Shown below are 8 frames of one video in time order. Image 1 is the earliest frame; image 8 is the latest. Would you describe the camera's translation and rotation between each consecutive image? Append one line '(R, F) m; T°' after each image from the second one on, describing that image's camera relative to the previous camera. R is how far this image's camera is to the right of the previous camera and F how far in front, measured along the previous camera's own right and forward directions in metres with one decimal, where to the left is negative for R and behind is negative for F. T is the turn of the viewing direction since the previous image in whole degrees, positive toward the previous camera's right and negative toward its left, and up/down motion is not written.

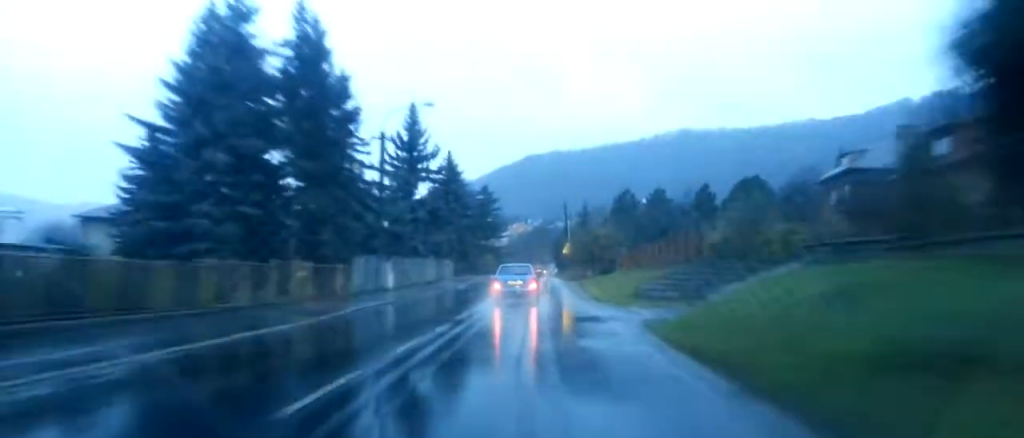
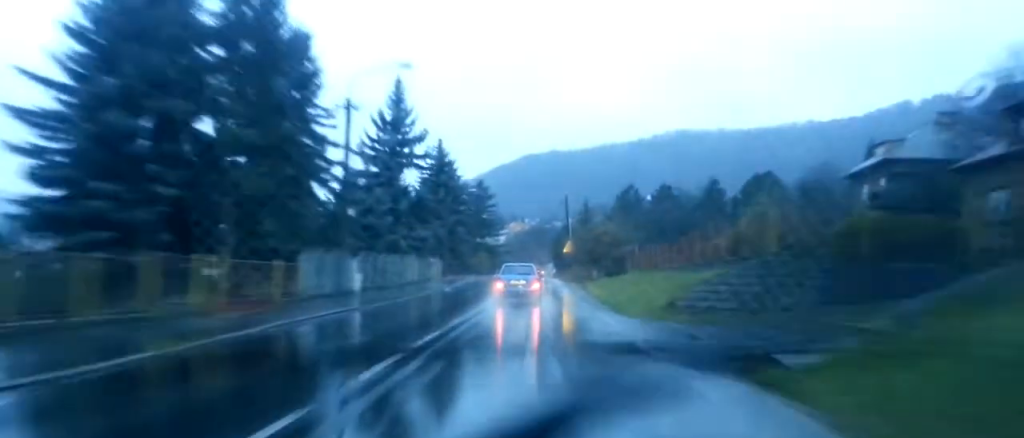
(-0.1, +7.2) m; +1°
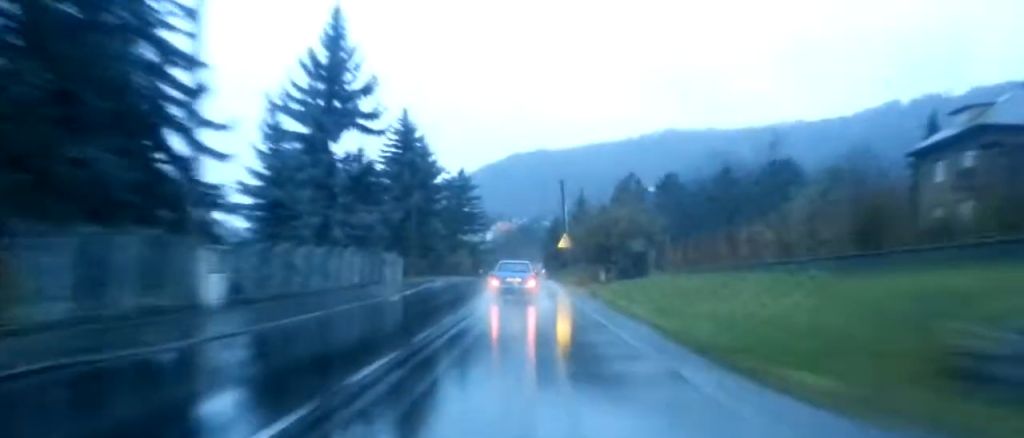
(+0.5, +13.4) m; +2°
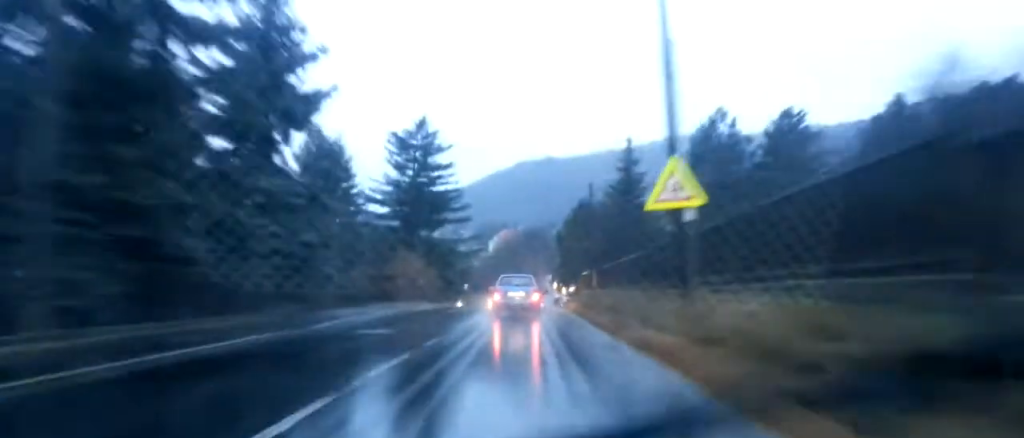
(+0.6, +43.3) m; +1°
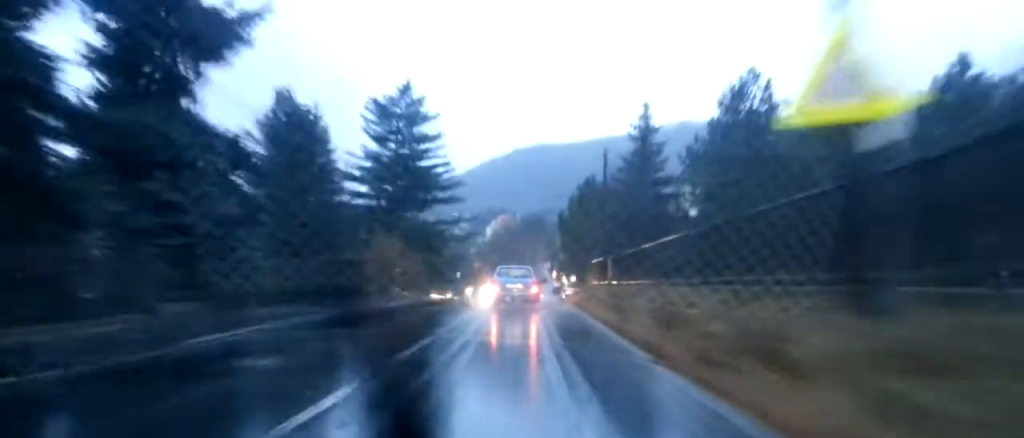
(0.0, +8.0) m; -1°
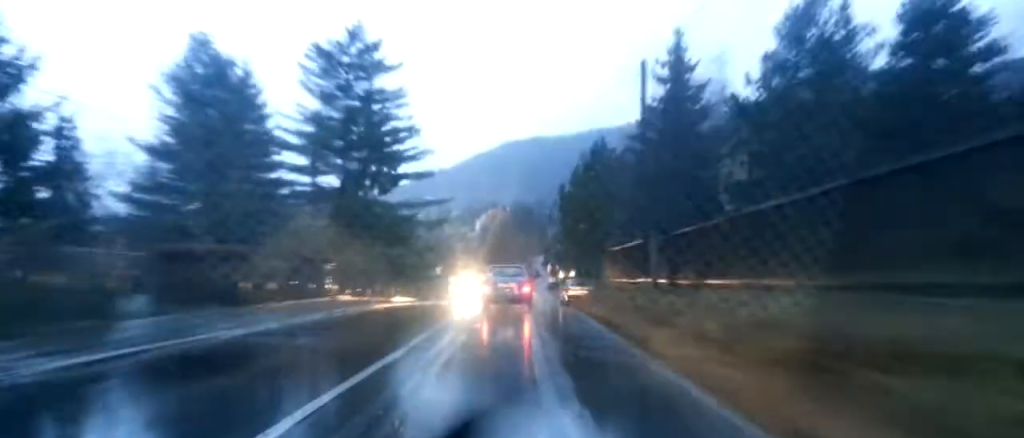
(-0.2, +12.9) m; -2°
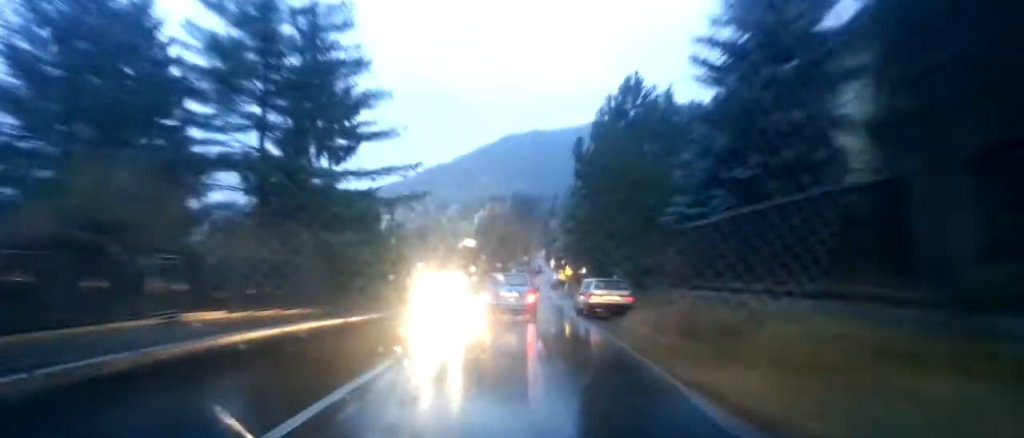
(-0.2, +13.6) m; -1°
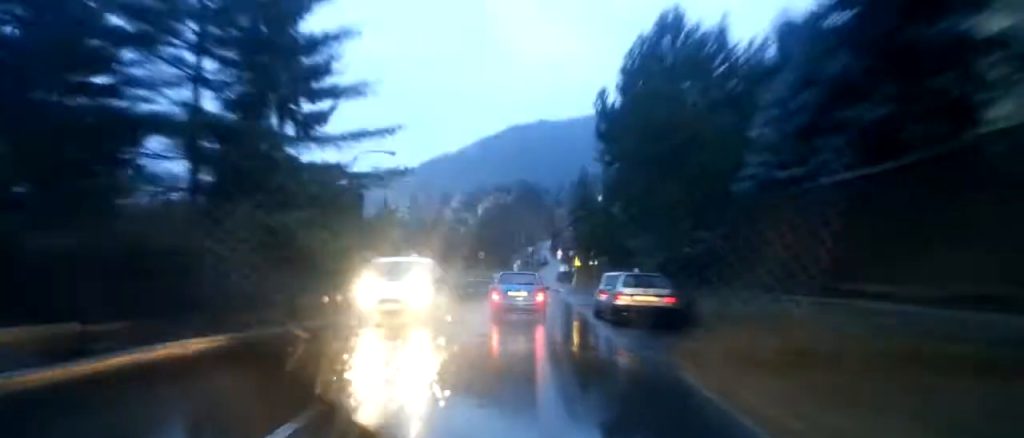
(0.0, +6.5) m; +1°
